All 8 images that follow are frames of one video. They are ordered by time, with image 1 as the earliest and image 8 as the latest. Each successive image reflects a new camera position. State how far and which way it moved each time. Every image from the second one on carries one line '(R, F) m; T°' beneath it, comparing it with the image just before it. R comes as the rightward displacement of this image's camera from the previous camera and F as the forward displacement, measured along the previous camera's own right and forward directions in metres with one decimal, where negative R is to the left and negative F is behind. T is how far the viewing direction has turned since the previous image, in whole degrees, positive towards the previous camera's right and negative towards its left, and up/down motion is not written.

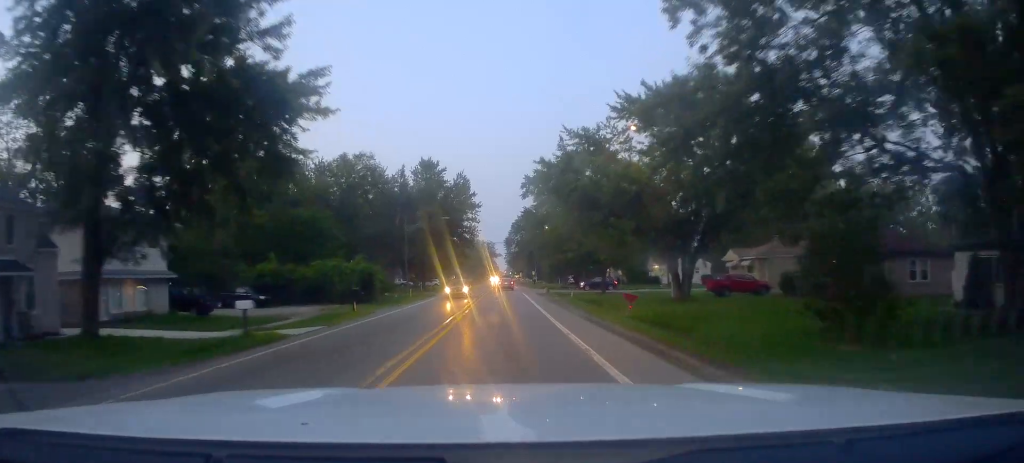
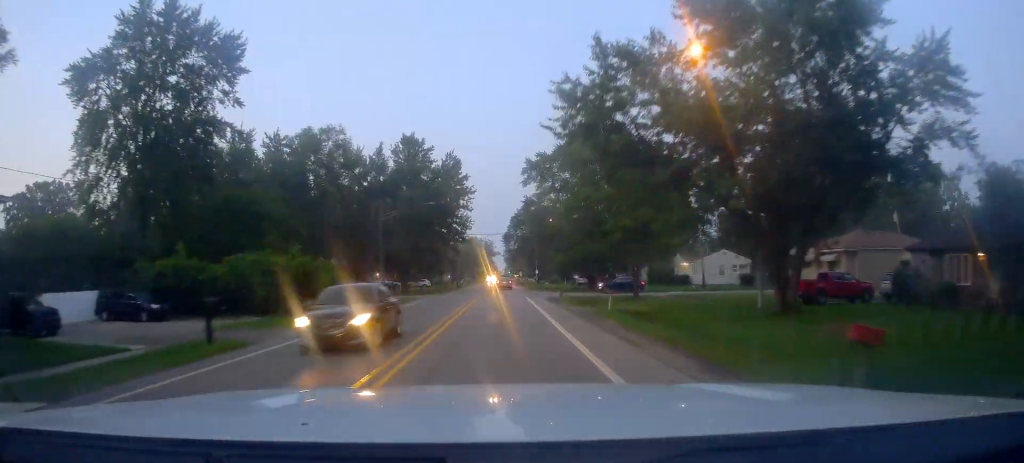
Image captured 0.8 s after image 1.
(-0.1, +15.1) m; -1°
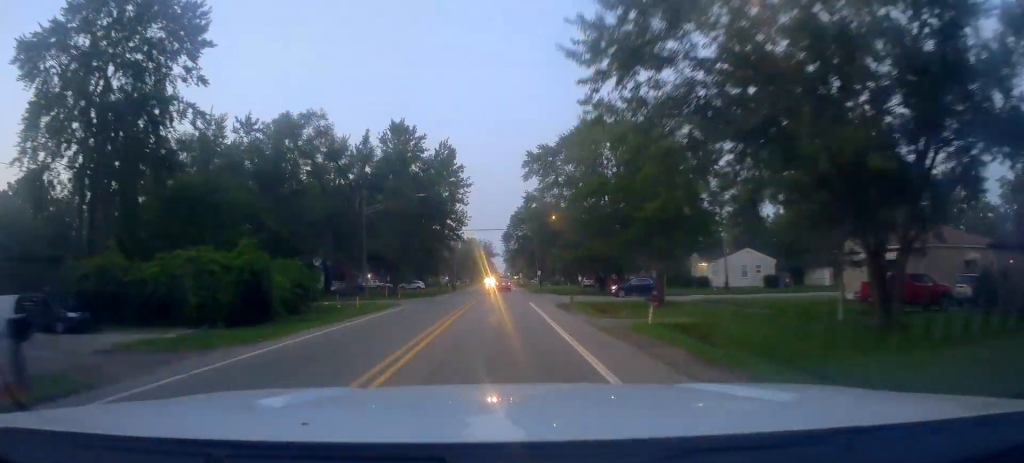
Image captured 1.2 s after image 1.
(-0.3, +7.2) m; 0°
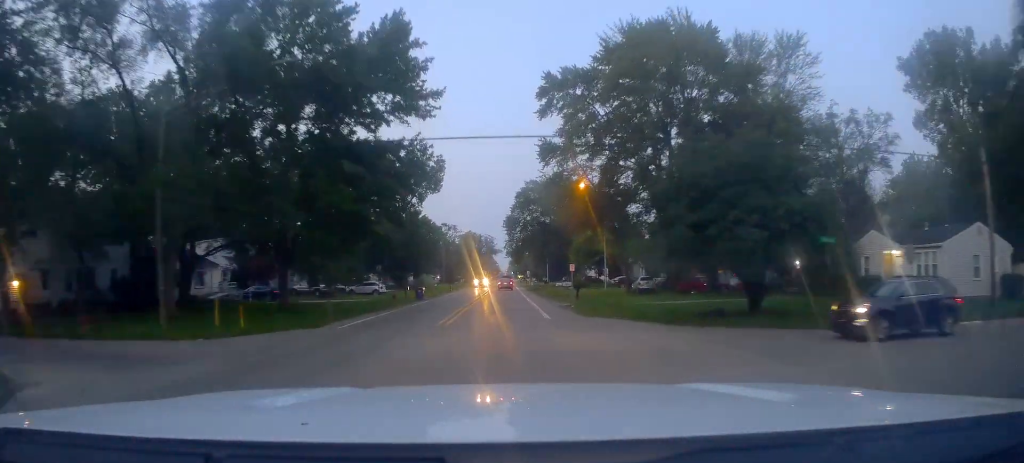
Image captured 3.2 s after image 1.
(0.0, +35.4) m; 0°
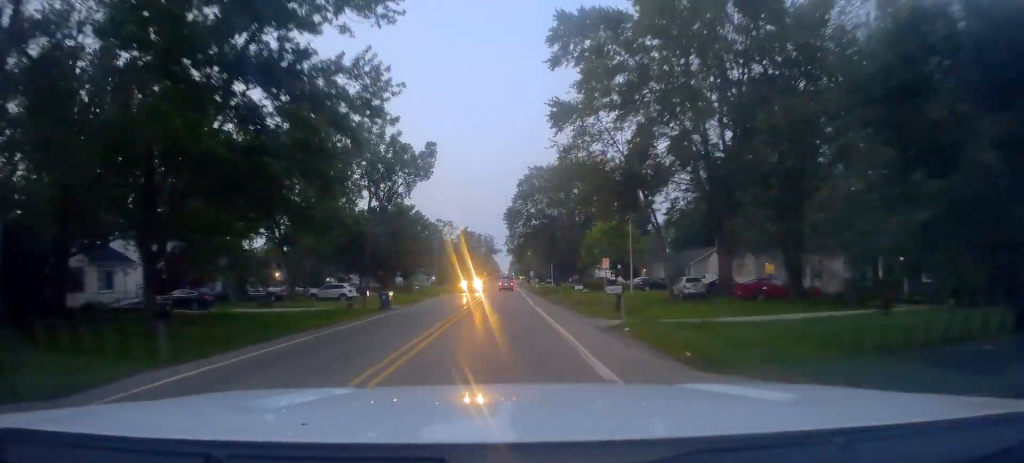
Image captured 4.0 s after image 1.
(+0.3, +13.6) m; +1°
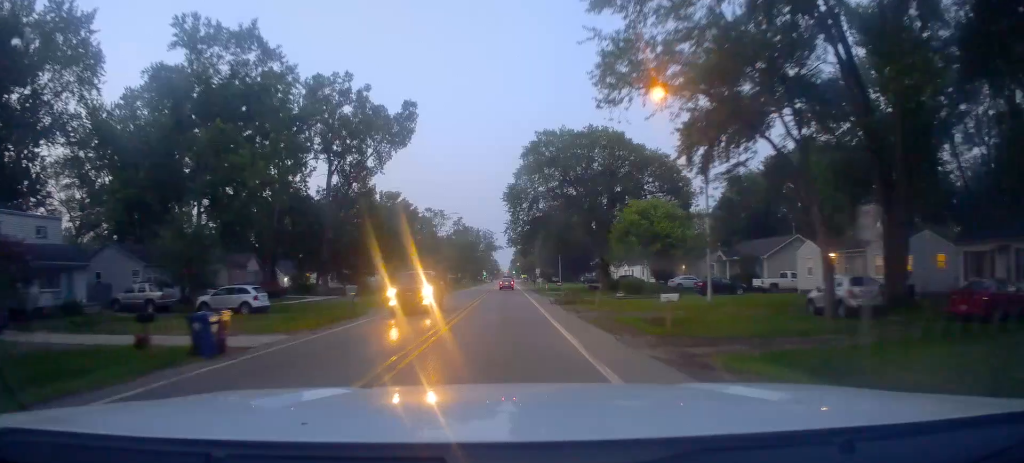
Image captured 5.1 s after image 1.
(+0.4, +20.8) m; 0°
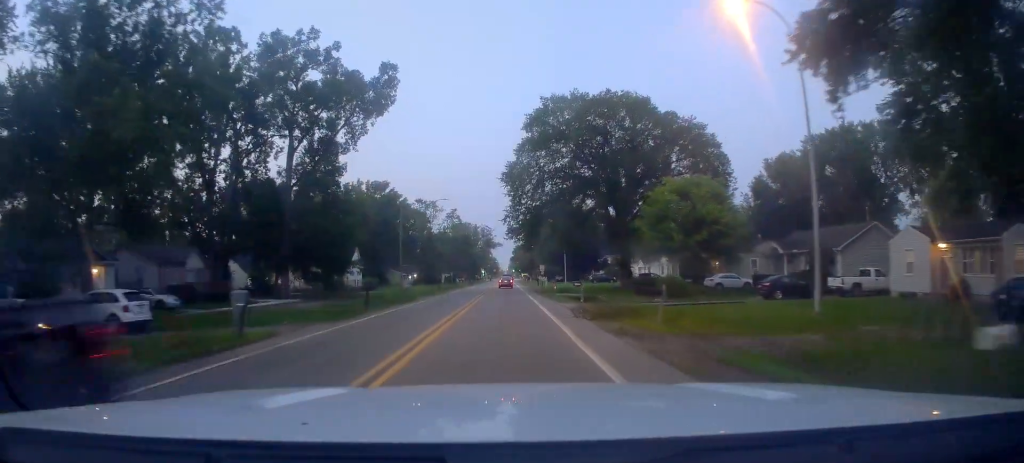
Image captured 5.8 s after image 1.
(-0.1, +12.6) m; 0°
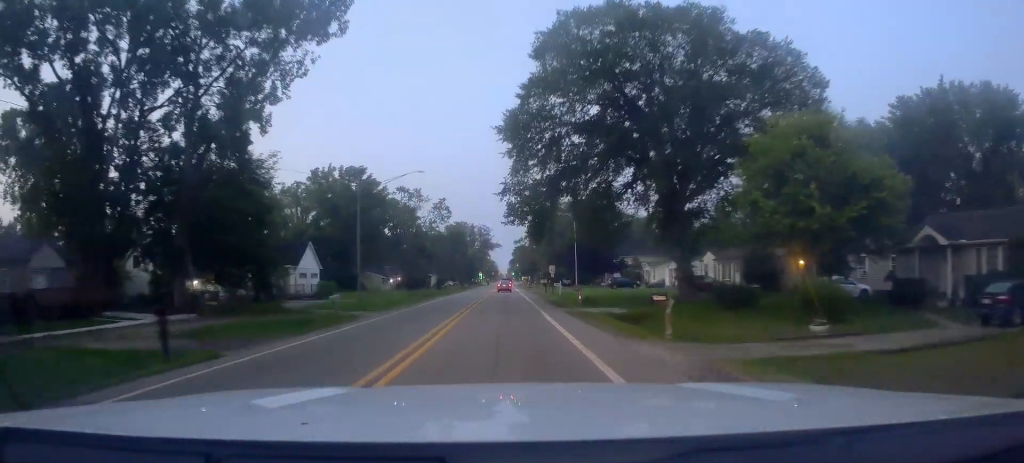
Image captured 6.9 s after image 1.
(0.0, +19.4) m; -1°
